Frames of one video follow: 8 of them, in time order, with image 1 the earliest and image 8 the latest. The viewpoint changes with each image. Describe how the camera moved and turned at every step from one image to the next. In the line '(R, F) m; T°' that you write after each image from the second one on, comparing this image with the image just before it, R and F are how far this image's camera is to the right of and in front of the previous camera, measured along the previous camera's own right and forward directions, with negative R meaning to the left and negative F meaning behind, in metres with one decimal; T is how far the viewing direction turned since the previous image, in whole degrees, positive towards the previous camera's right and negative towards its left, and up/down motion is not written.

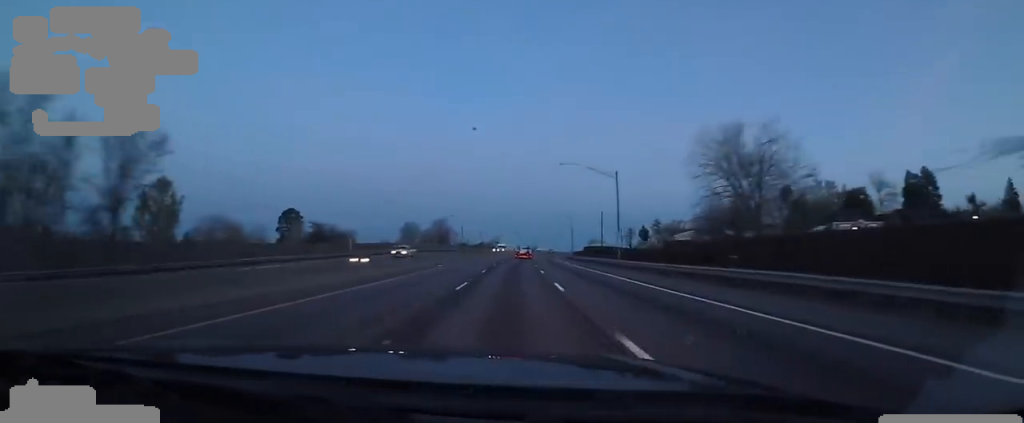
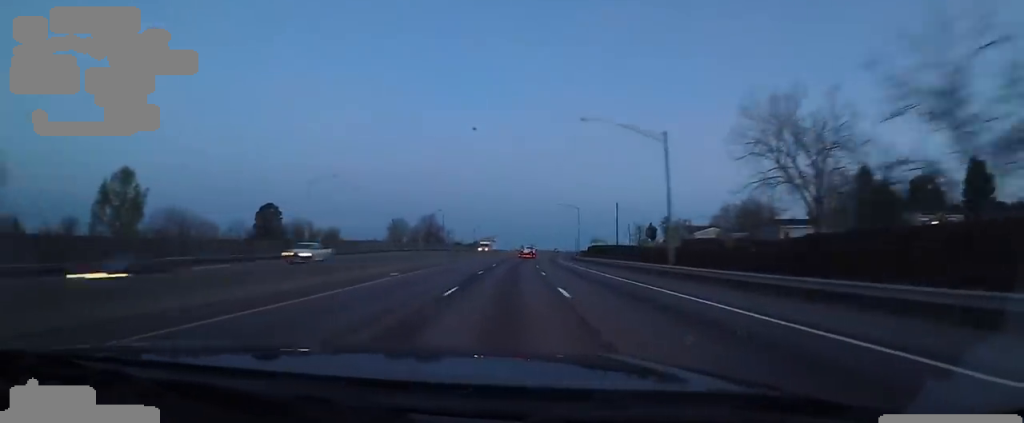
(0.0, +14.2) m; 0°
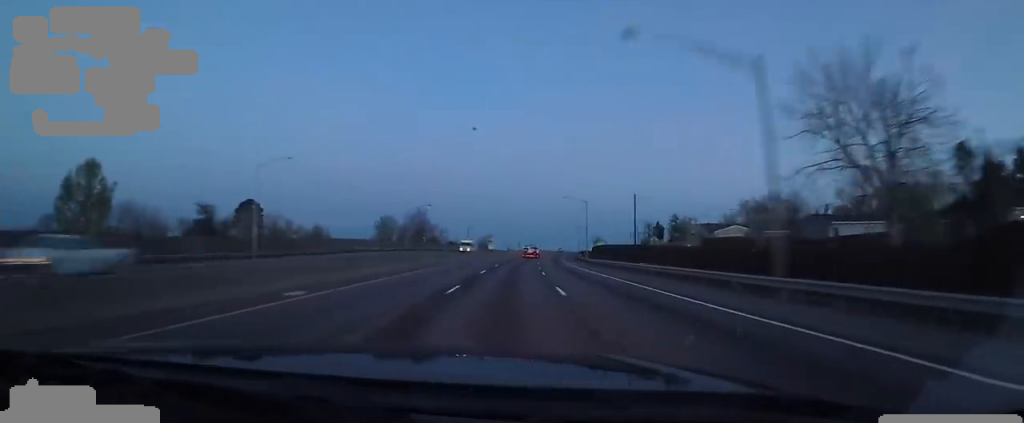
(0.0, +11.4) m; 0°
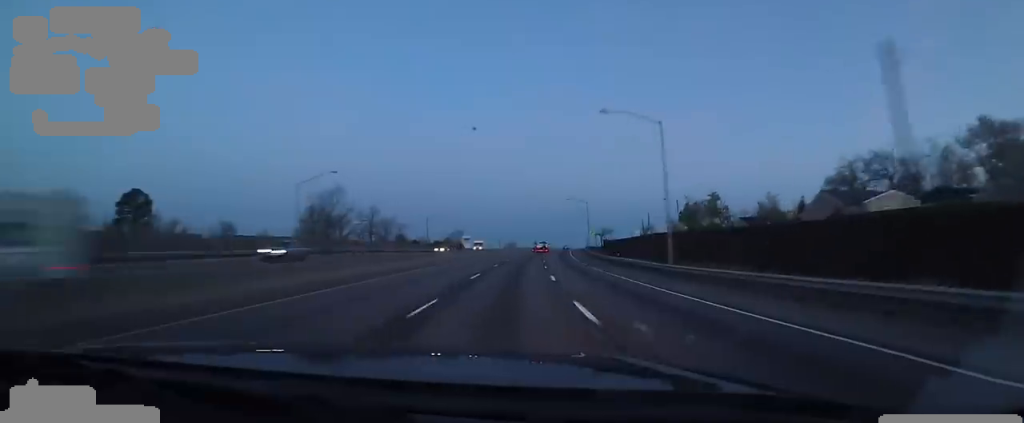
(+0.5, +42.8) m; +4°
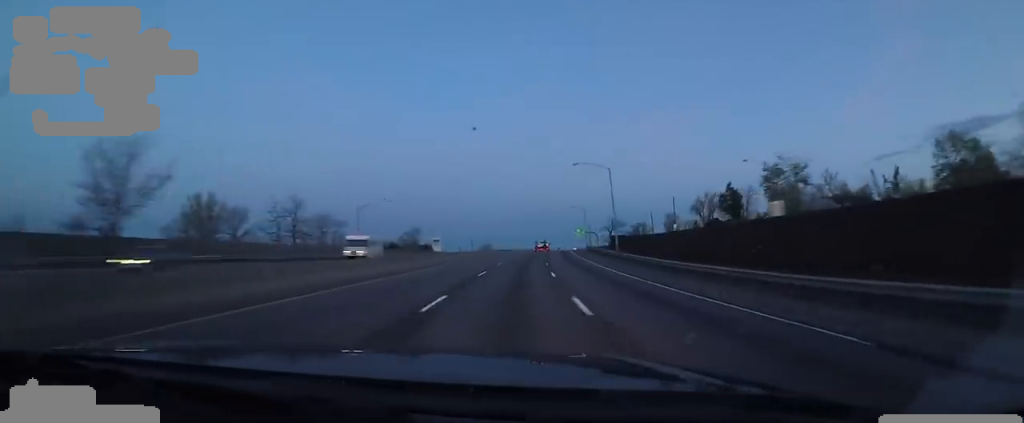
(+1.6, +35.4) m; +4°
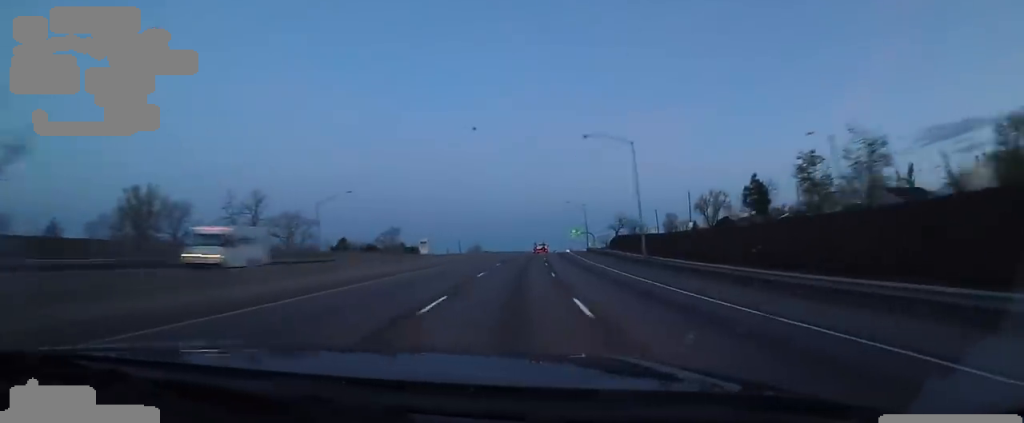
(-0.2, +12.5) m; +1°
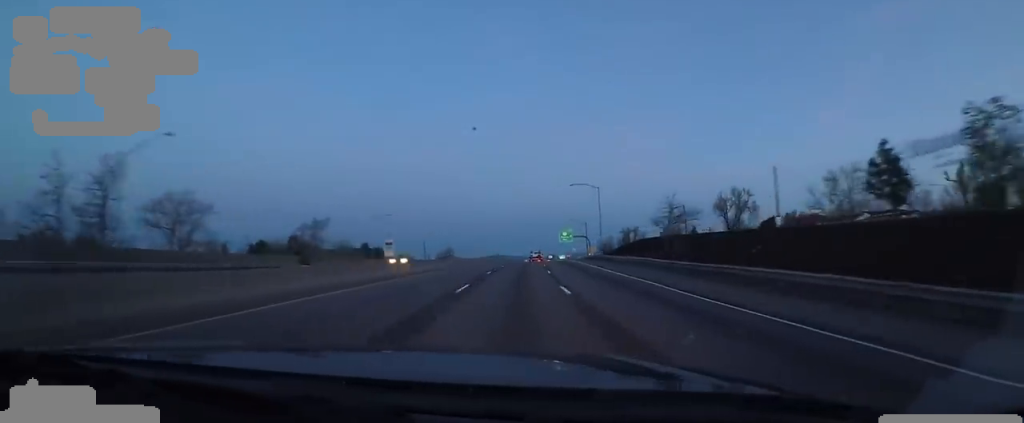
(+1.4, +31.7) m; +1°
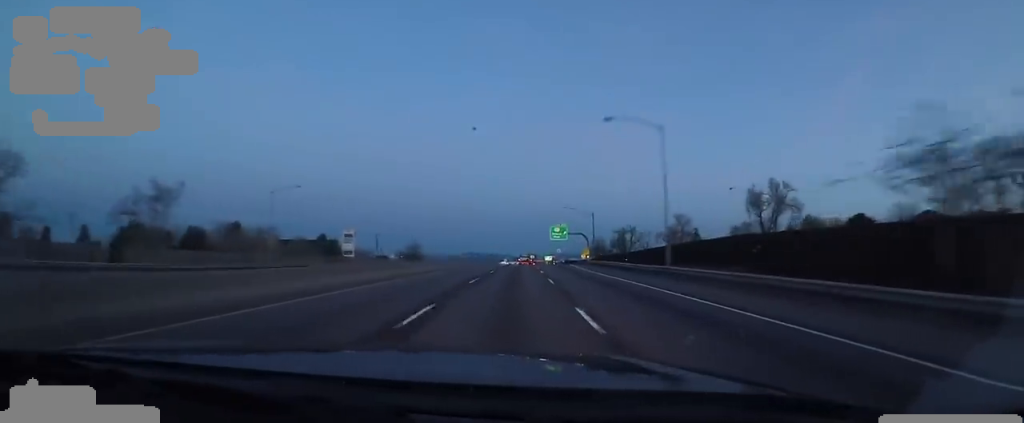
(-1.4, +30.7) m; 0°
